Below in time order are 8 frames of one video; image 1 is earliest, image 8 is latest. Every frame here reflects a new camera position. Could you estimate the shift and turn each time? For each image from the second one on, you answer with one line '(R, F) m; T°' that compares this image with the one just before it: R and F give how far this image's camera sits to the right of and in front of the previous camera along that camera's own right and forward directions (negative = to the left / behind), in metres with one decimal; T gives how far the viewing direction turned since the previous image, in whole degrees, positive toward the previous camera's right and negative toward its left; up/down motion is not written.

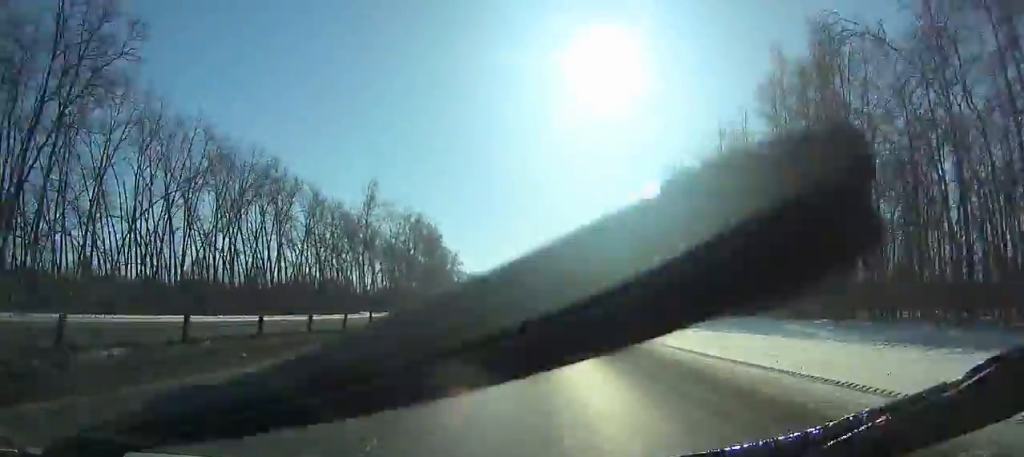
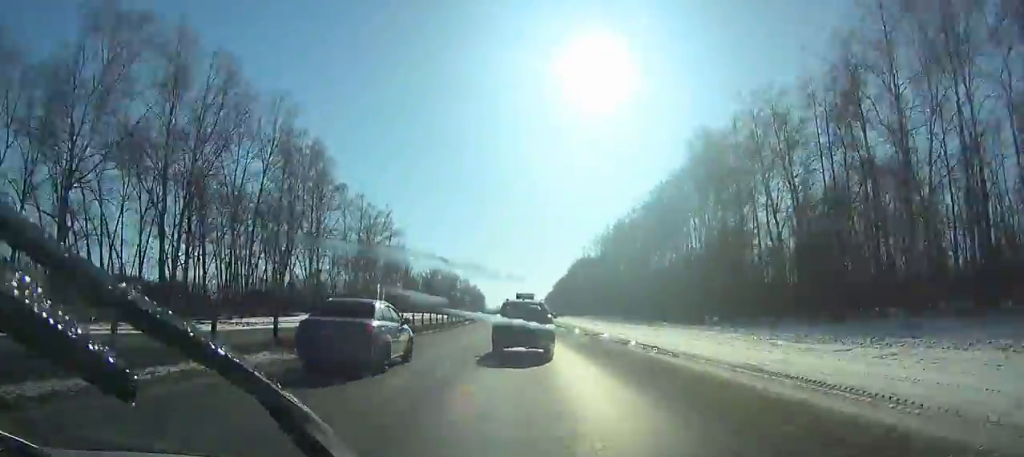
(0.0, +96.4) m; 0°
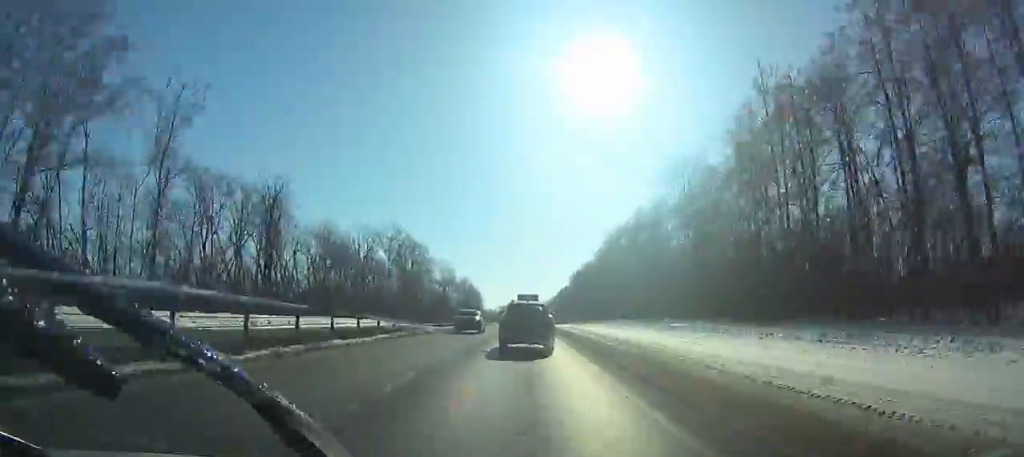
(0.0, +87.5) m; 0°
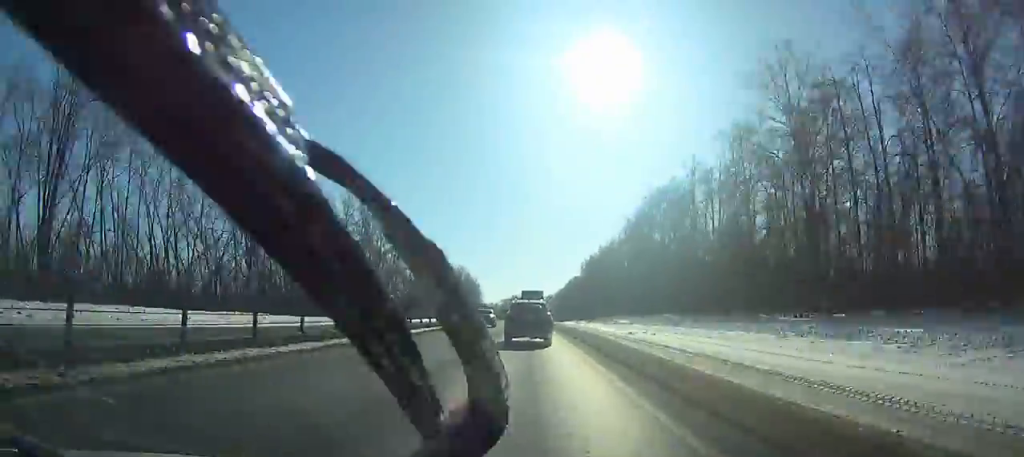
(0.0, +36.5) m; 0°
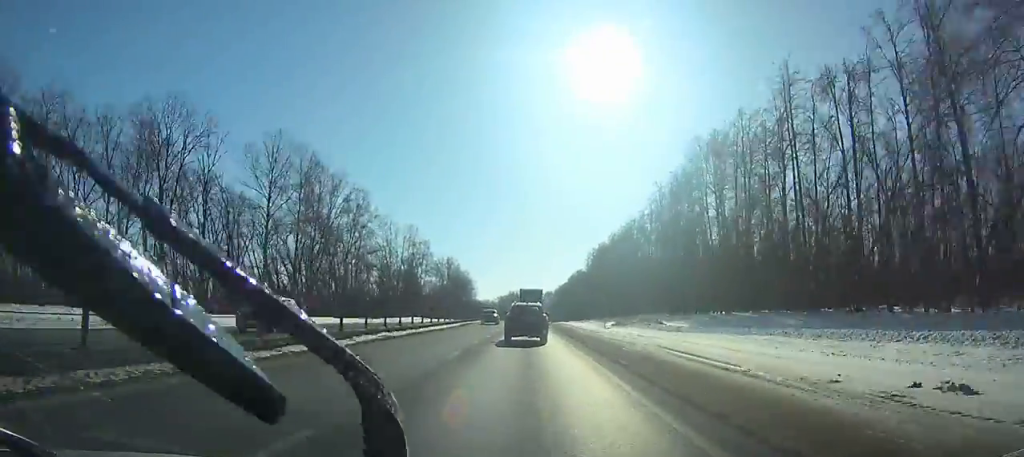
(+0.1, +30.1) m; 0°
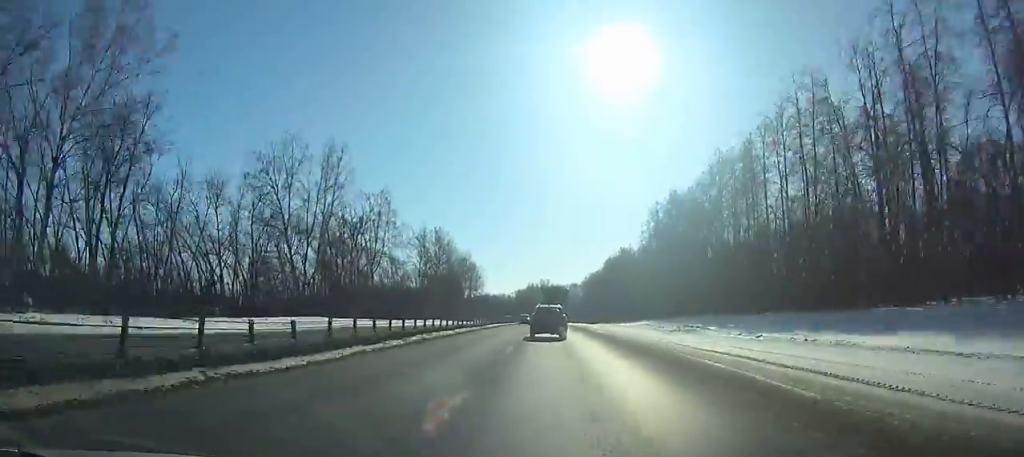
(-0.5, +69.3) m; -1°
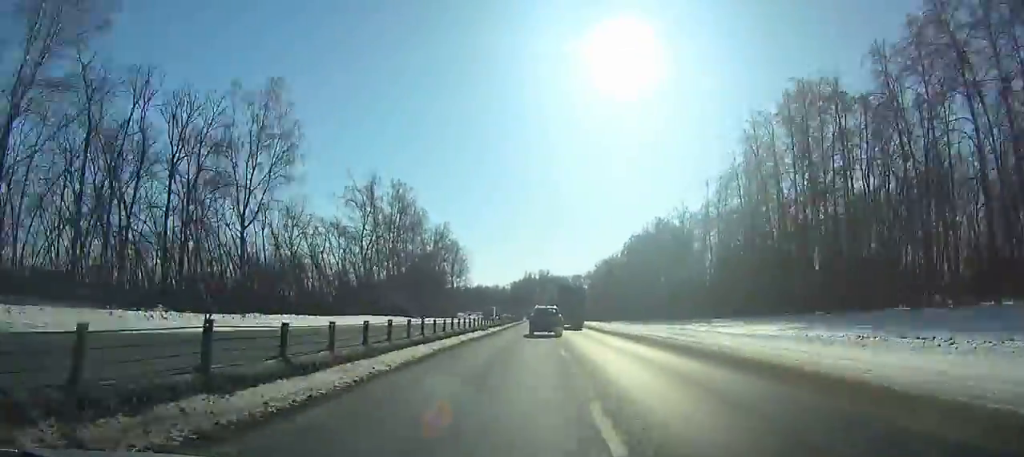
(-0.4, +49.2) m; 0°
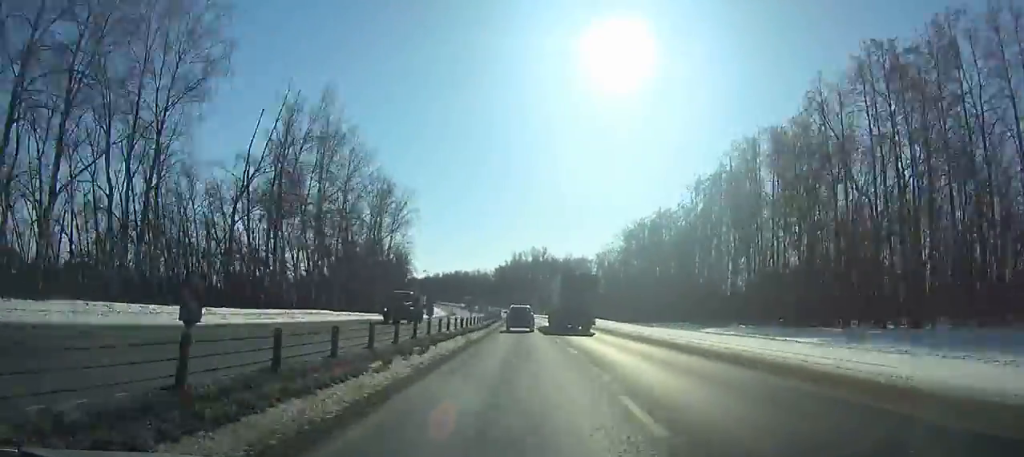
(+0.3, +81.4) m; 0°
